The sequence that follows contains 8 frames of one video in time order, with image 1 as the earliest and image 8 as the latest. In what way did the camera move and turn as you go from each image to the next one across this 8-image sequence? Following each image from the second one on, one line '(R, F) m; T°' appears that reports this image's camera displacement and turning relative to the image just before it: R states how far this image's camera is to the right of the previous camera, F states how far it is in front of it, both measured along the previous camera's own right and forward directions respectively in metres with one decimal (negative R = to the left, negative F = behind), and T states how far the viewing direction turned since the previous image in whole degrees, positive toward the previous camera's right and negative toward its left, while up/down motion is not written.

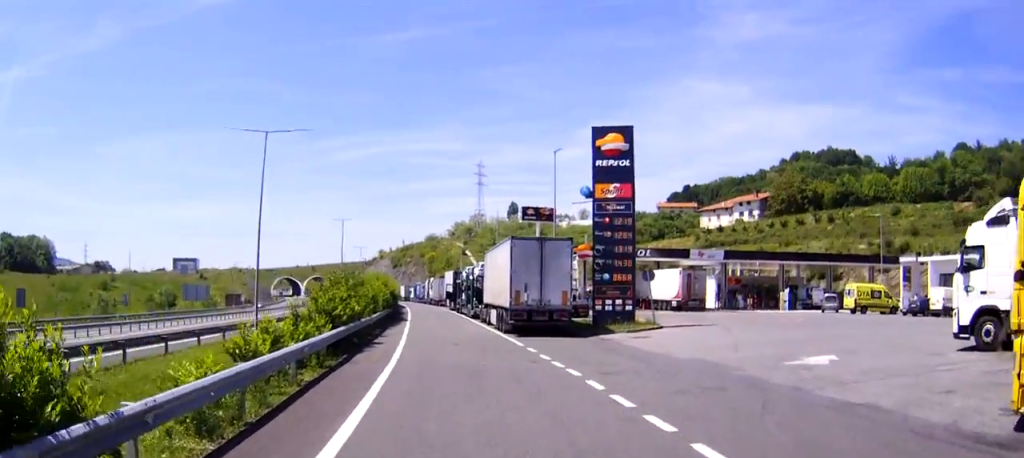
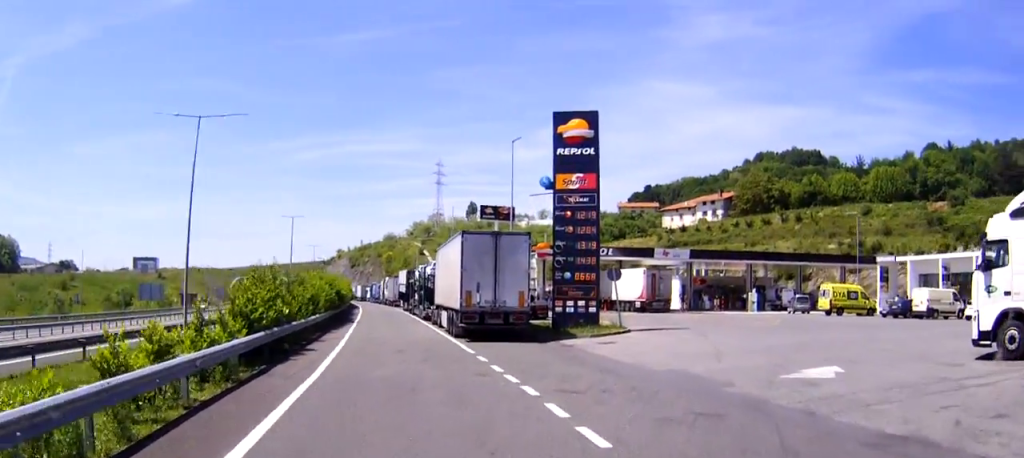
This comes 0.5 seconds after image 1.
(+0.1, +3.2) m; +3°
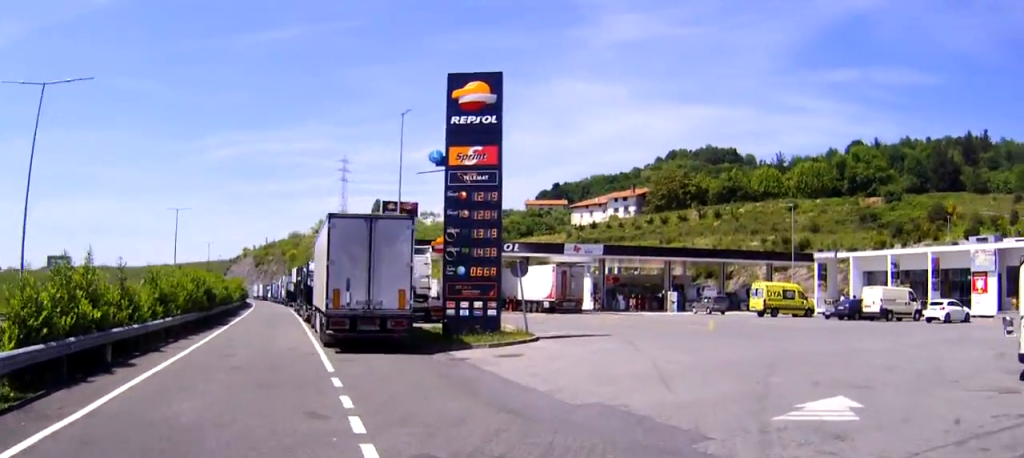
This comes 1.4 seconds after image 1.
(+0.1, +5.2) m; +8°
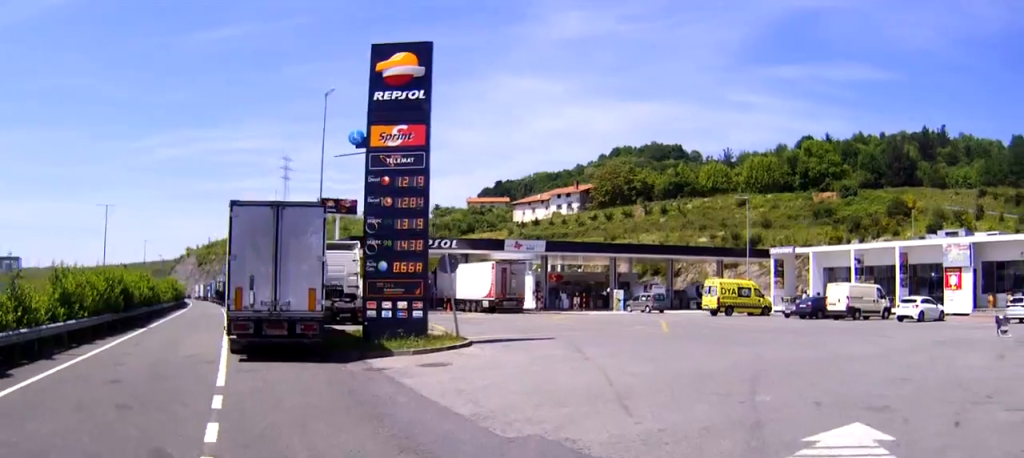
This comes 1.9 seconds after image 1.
(+0.2, +2.8) m; +4°
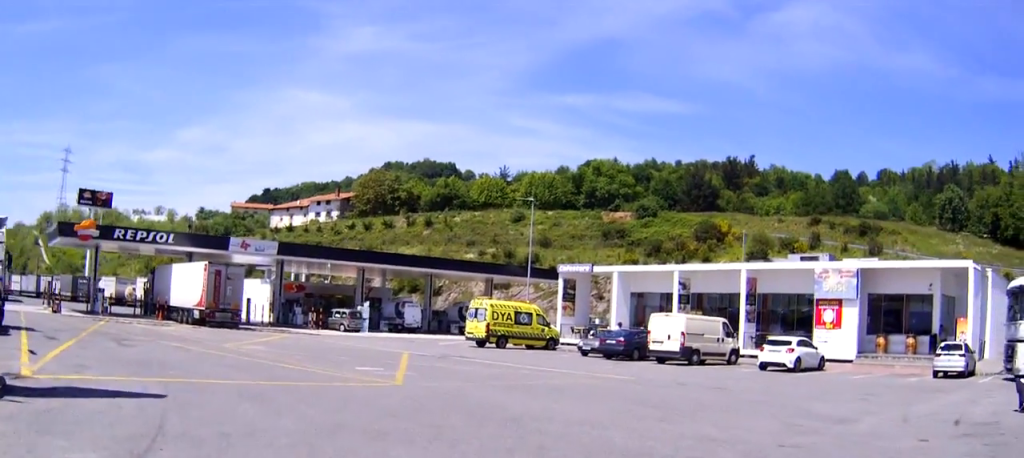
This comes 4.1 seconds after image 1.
(+1.3, +12.0) m; +8°
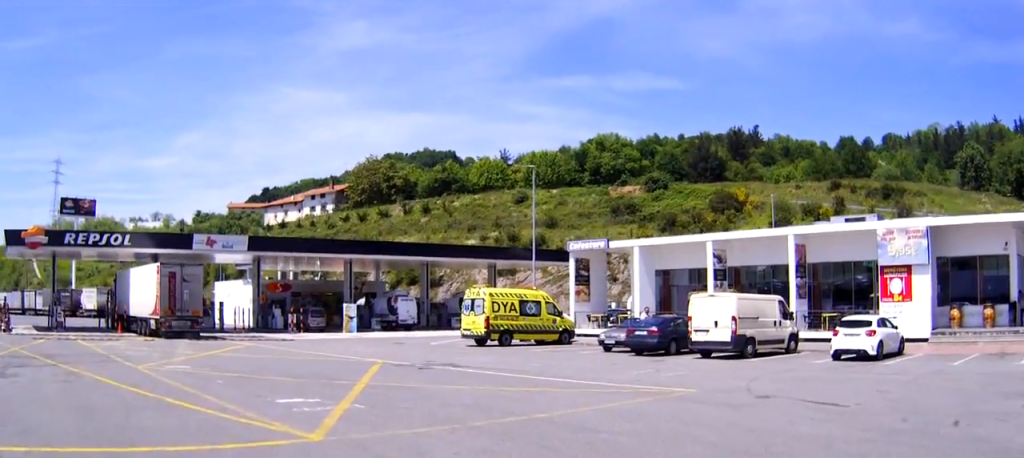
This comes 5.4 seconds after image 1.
(+0.1, +6.8) m; +1°
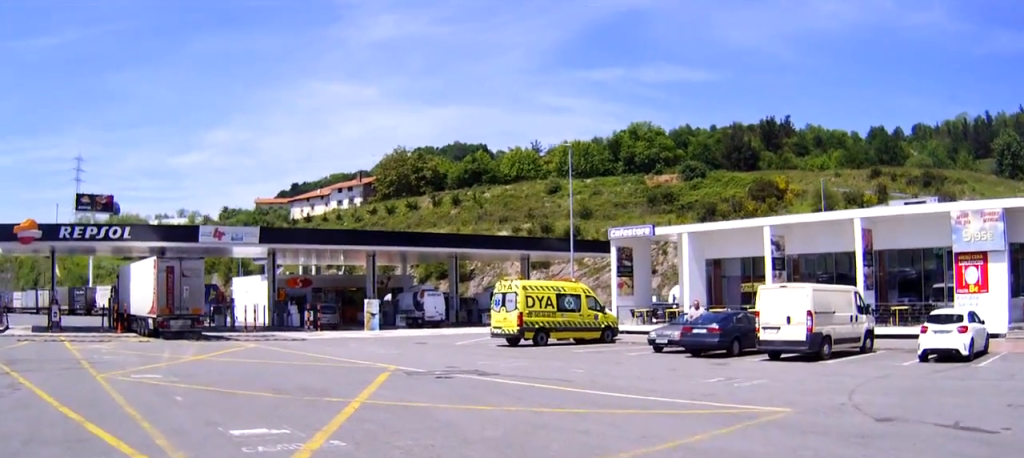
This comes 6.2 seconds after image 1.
(0.0, +3.7) m; 0°
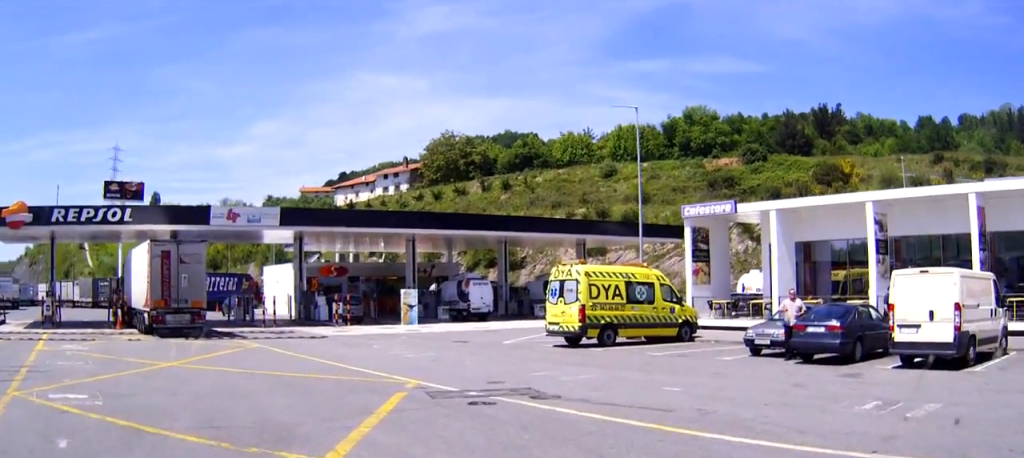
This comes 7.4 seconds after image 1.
(0.0, +5.1) m; -5°
